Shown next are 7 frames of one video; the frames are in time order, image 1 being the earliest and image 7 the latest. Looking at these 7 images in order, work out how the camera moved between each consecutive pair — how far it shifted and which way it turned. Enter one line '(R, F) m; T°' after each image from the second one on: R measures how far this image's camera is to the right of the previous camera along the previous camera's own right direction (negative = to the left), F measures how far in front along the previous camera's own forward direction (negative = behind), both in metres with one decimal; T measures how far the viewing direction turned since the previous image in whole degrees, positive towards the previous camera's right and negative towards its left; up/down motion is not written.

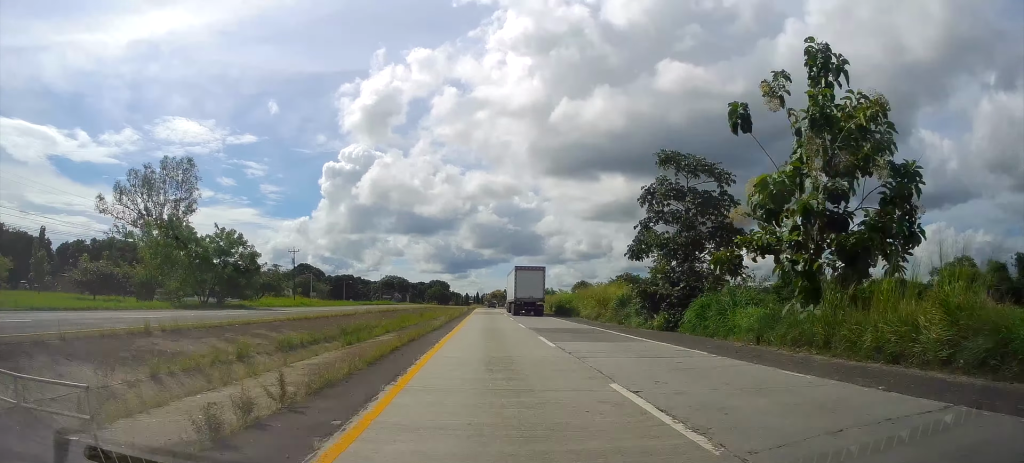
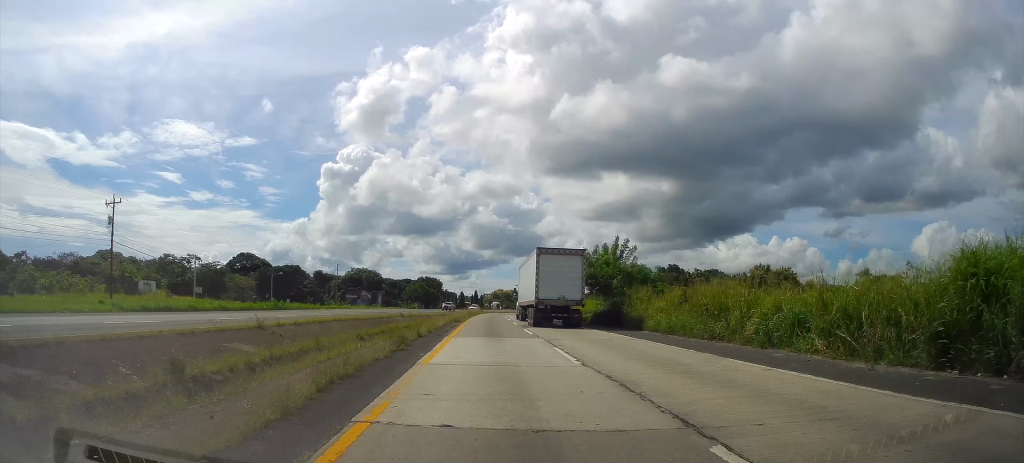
(+0.1, +62.1) m; 0°
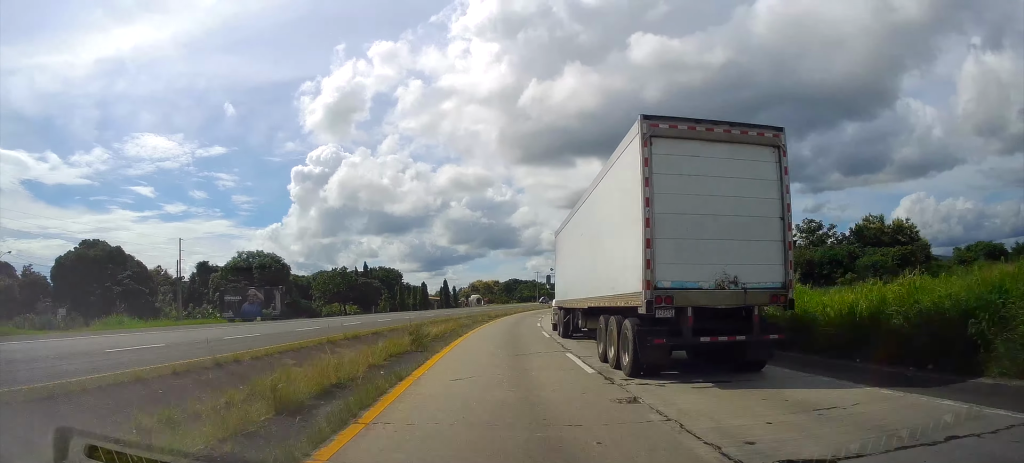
(+0.9, +72.5) m; +3°
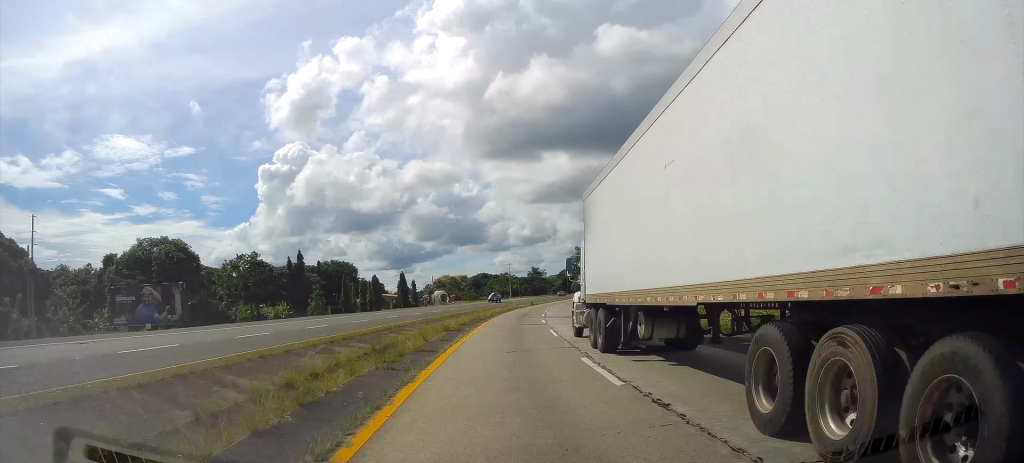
(-0.2, +26.3) m; +2°
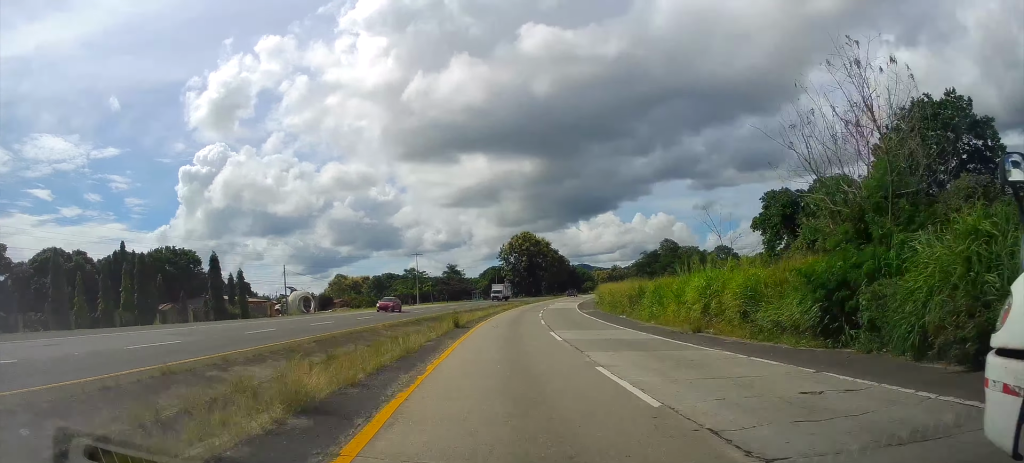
(+4.5, +61.0) m; +8°
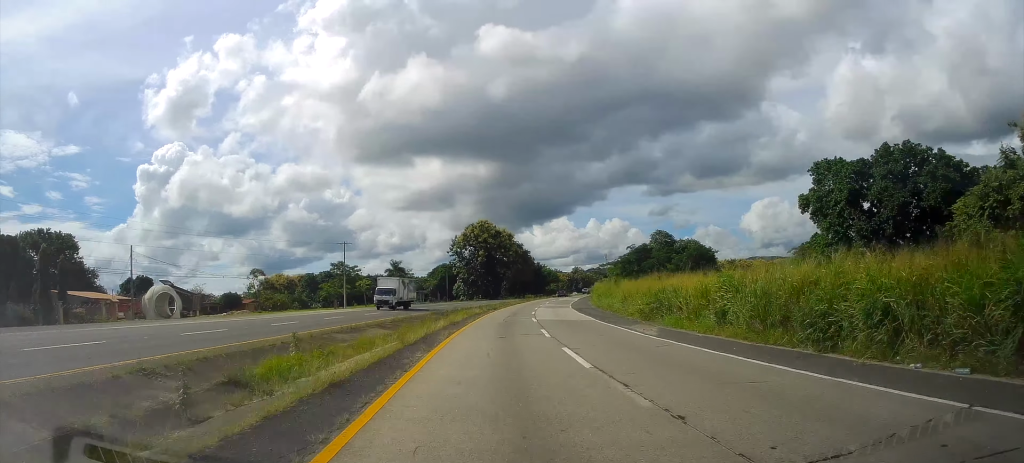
(+0.7, +30.8) m; +4°
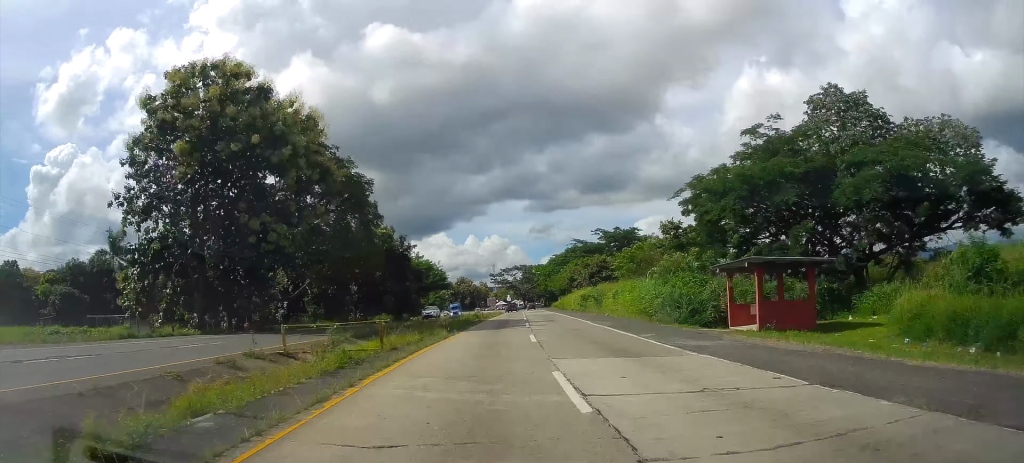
(+9.5, +95.3) m; +10°
